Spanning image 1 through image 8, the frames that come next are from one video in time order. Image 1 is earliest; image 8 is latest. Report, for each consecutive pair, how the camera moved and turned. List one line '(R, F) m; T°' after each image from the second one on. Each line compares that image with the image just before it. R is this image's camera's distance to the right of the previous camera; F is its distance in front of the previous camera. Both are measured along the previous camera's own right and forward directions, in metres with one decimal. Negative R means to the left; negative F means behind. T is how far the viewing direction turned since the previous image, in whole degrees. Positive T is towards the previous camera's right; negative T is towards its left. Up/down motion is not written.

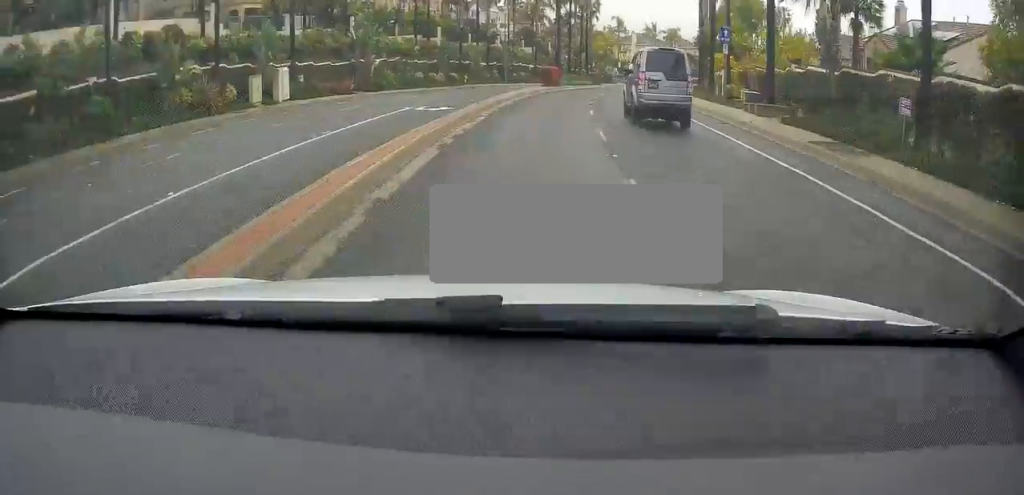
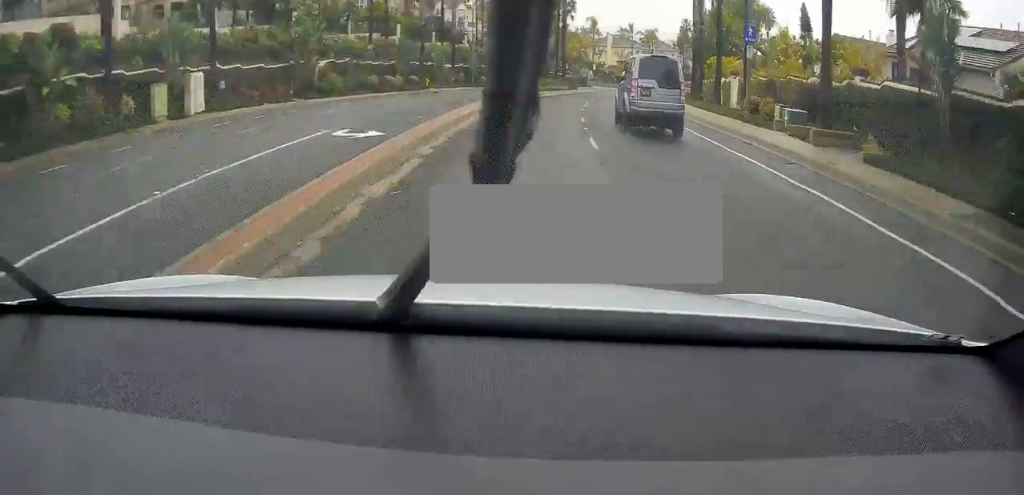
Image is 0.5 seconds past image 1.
(+0.5, +7.9) m; +2°
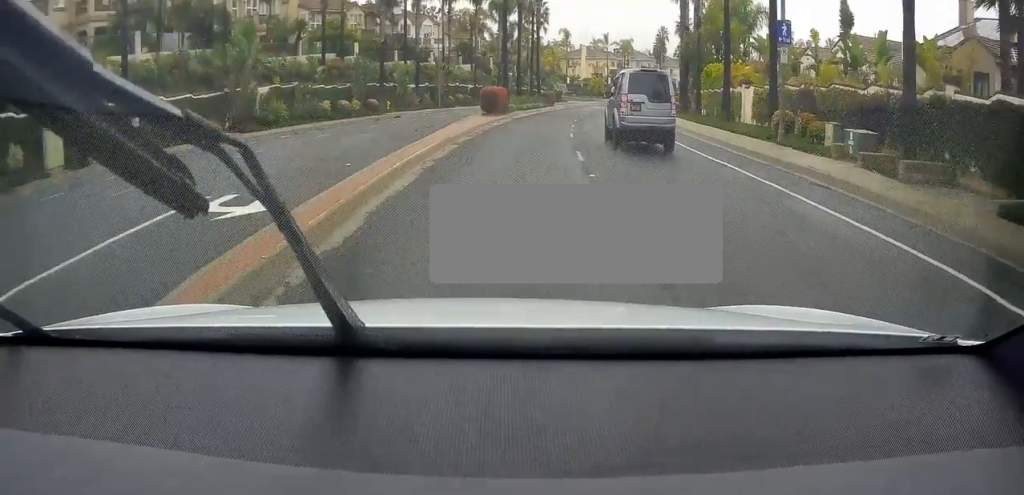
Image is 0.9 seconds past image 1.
(-0.1, +6.7) m; +2°
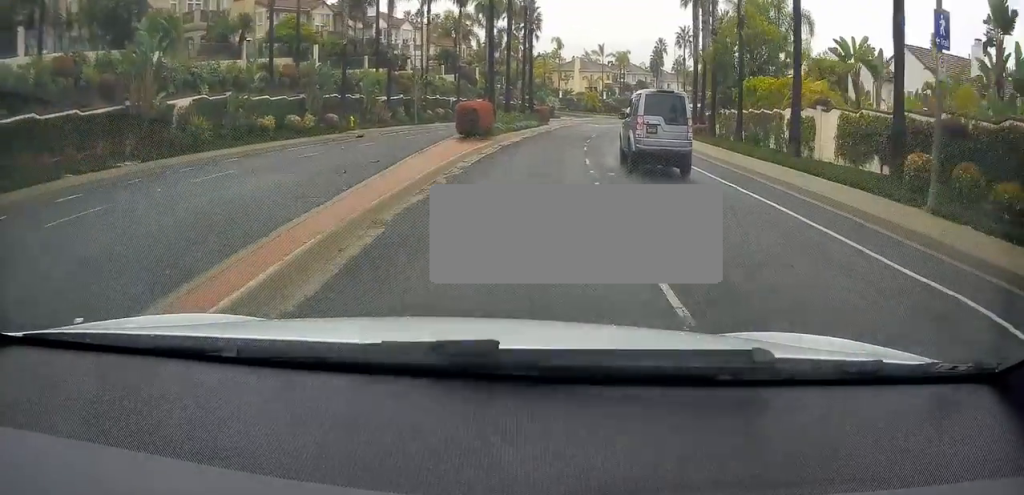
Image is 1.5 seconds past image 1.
(-0.5, +9.4) m; +3°
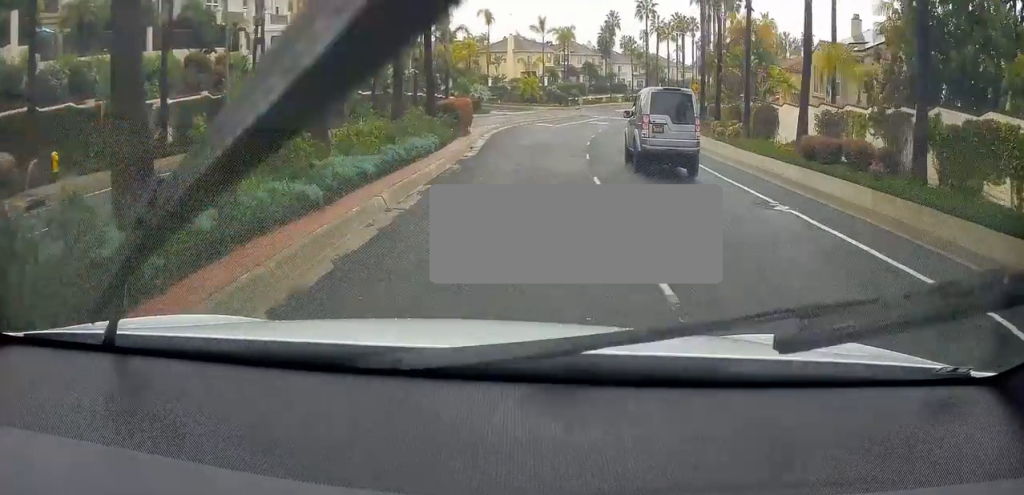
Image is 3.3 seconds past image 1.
(+2.6, +29.6) m; +8°
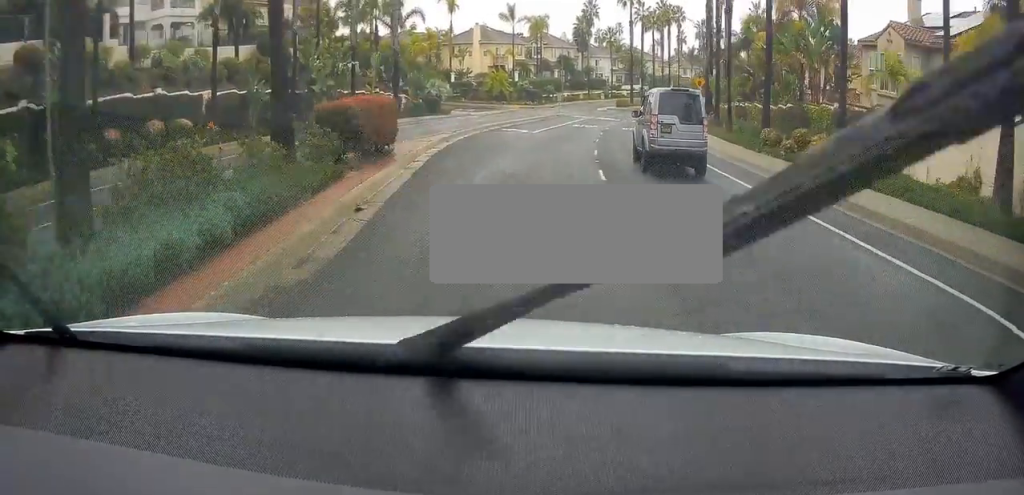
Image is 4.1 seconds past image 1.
(+0.5, +13.3) m; +2°
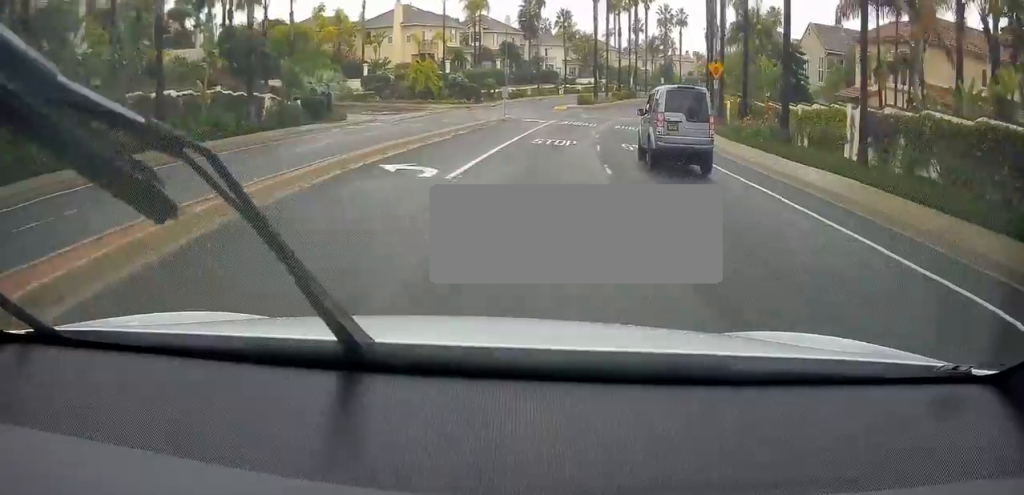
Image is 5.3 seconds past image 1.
(+0.5, +21.3) m; +4°
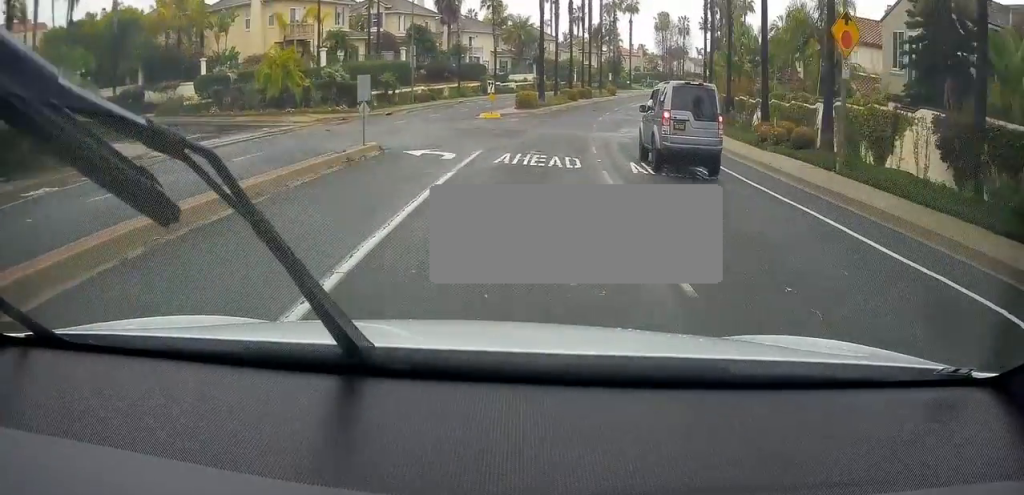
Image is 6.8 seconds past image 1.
(+2.0, +24.7) m; +10°
